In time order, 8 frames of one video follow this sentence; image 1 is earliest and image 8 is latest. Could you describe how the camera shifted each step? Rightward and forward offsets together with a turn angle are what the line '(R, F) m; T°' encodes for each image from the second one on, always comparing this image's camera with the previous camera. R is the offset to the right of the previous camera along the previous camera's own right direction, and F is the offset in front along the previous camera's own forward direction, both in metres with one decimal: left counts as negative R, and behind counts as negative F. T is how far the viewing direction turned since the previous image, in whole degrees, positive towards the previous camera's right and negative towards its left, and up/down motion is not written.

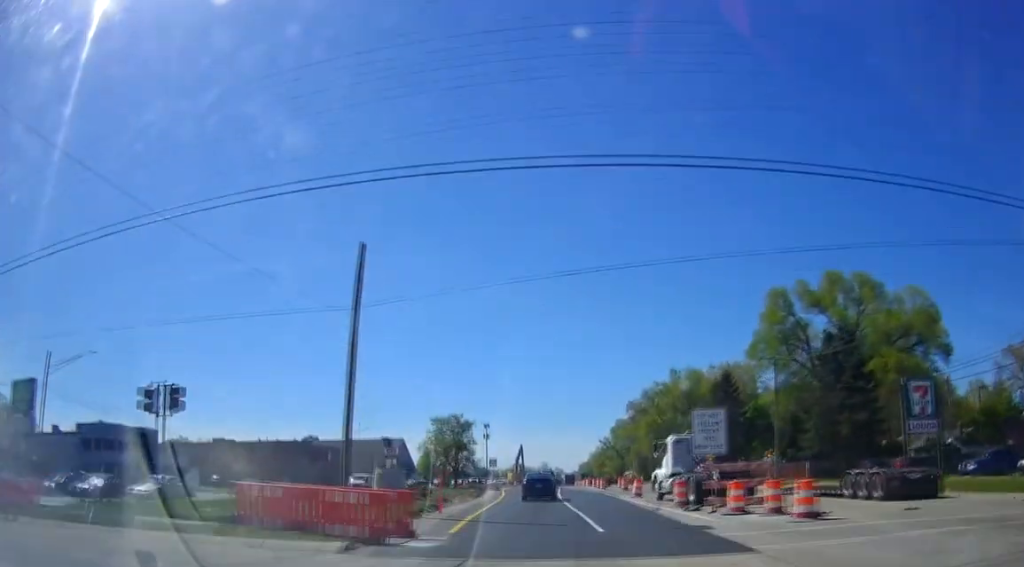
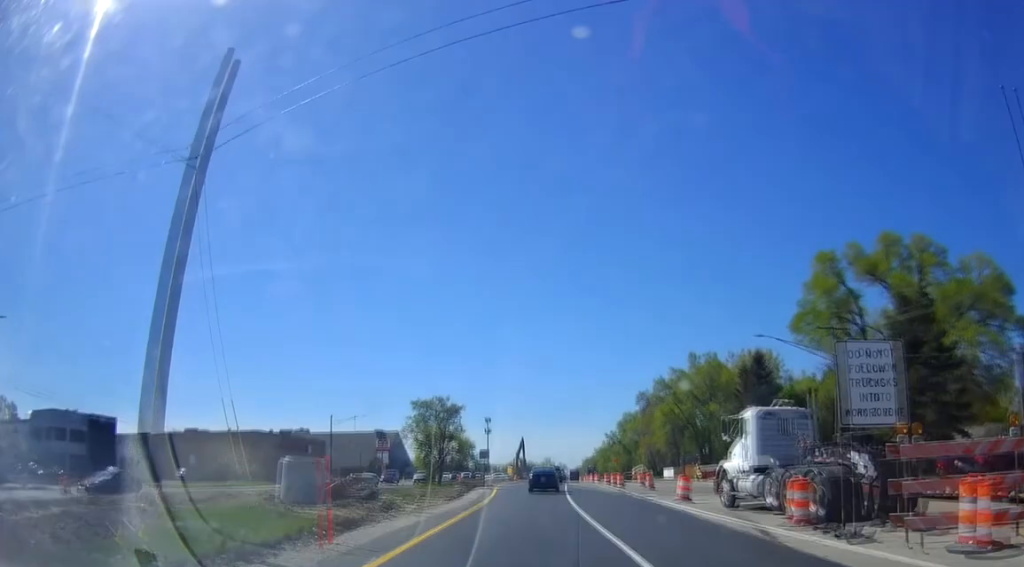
(-0.4, +11.8) m; -3°
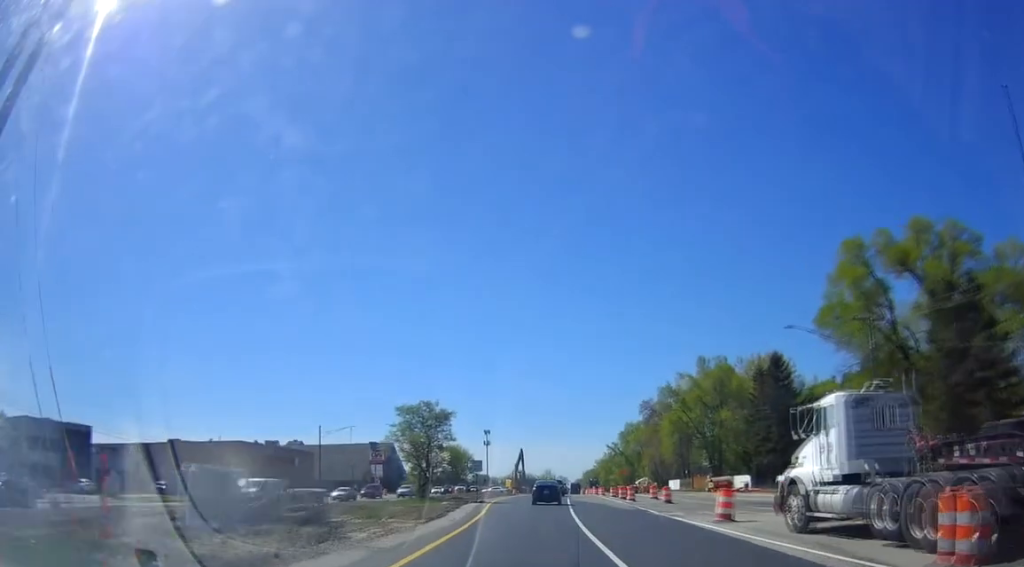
(-0.1, +5.9) m; +1°
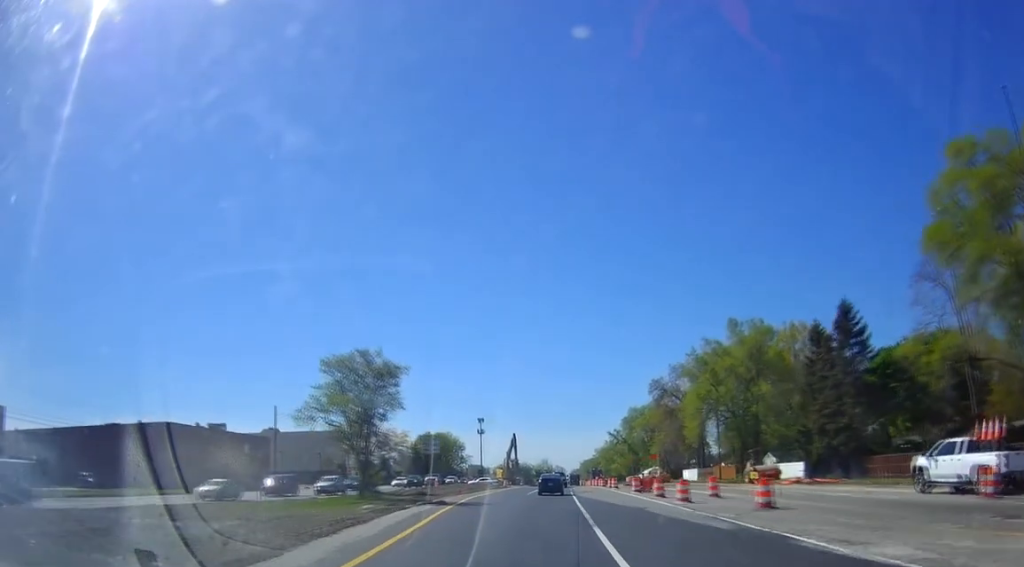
(+0.4, +17.2) m; +1°
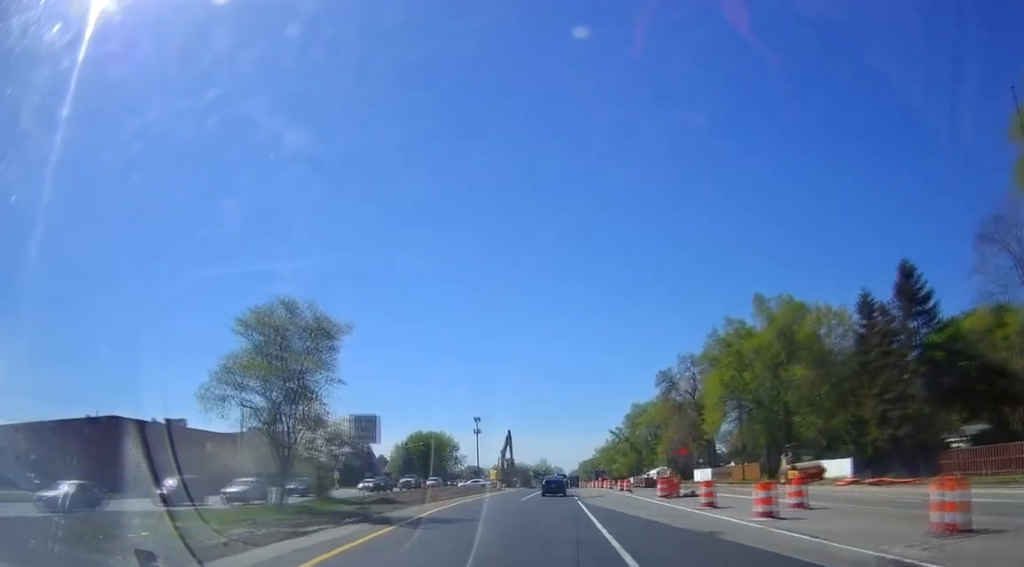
(0.0, +10.1) m; 0°
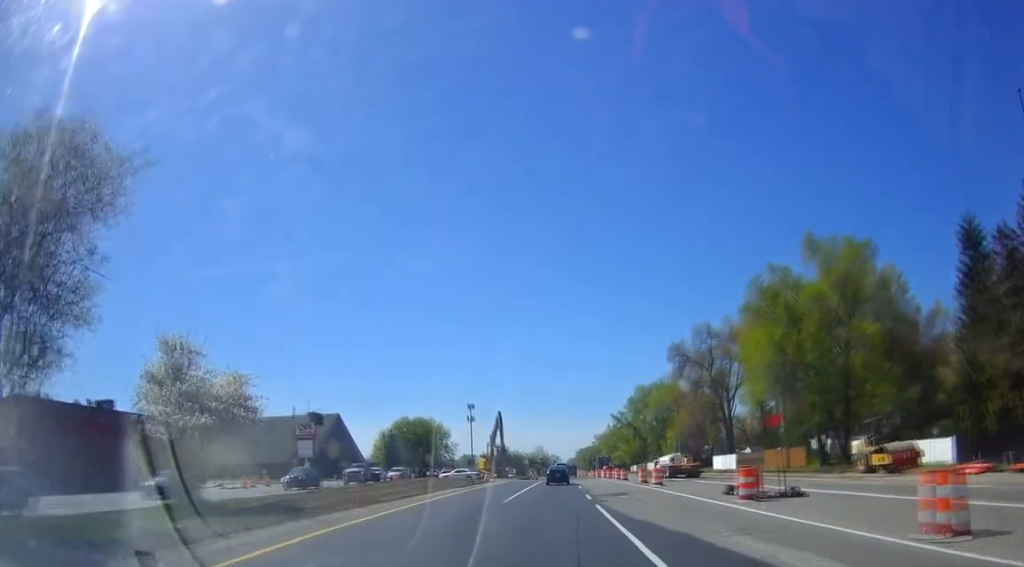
(-0.3, +14.2) m; +1°
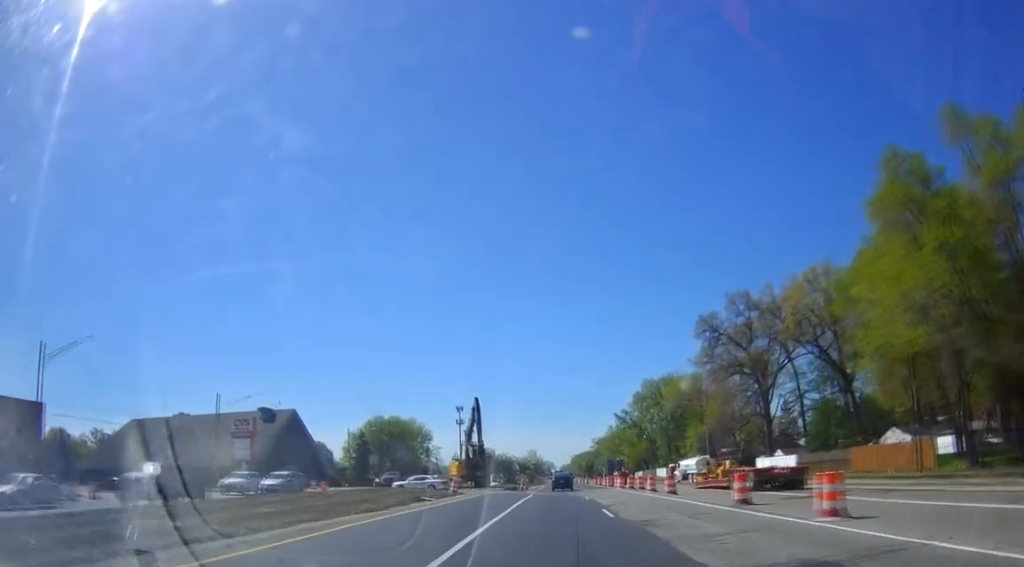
(+0.4, +22.4) m; -1°
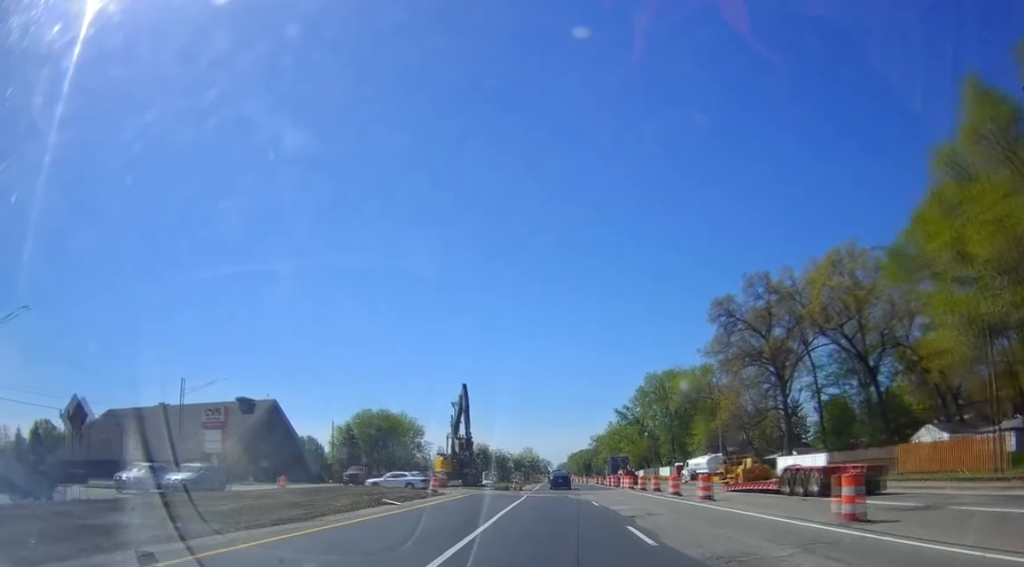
(-0.1, +7.8) m; 0°
